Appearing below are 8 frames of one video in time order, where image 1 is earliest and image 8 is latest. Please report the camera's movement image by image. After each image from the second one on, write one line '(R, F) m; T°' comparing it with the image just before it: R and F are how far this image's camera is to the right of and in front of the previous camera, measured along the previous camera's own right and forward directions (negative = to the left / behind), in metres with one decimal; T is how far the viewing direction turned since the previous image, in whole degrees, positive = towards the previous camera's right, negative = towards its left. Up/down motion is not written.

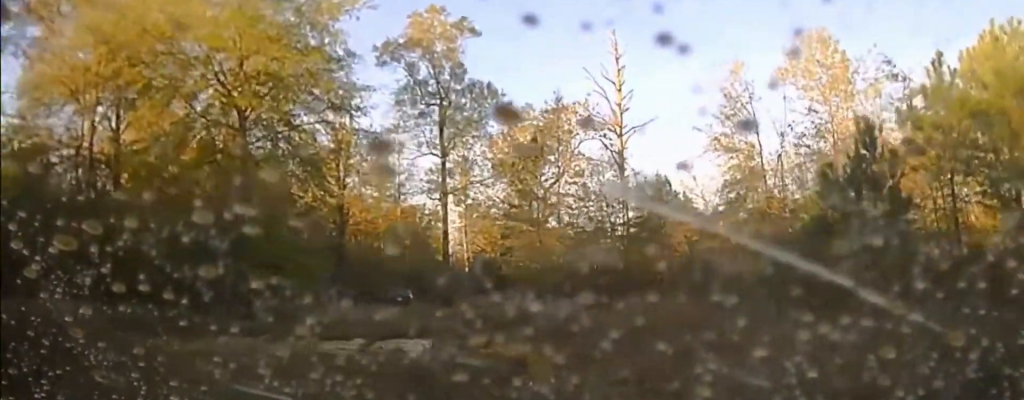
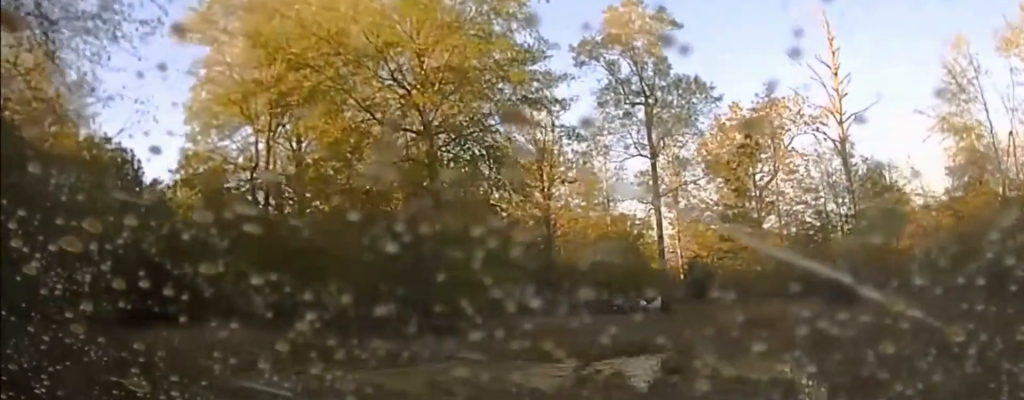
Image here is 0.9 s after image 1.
(-0.5, +3.8) m; -8°
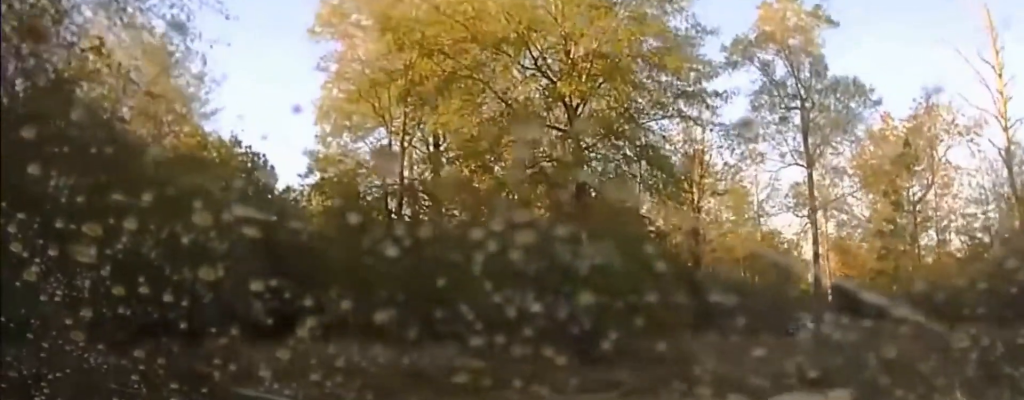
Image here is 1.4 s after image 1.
(-0.1, +2.1) m; -4°
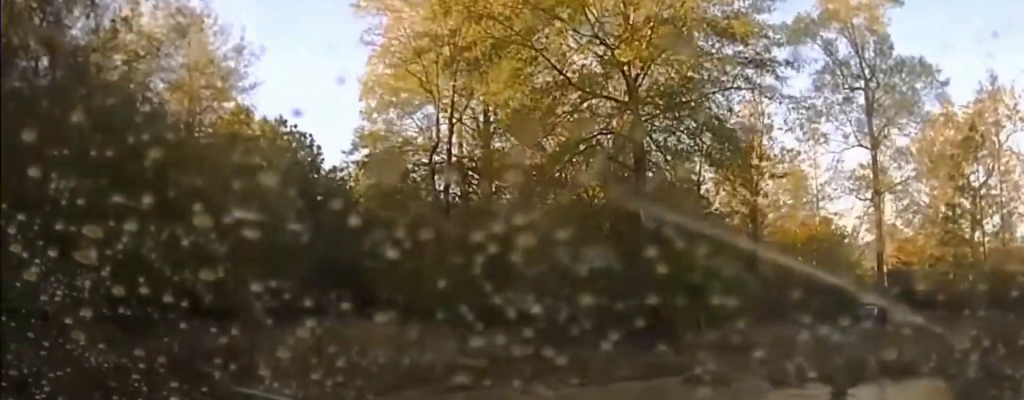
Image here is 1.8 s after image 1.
(0.0, +1.5) m; -2°
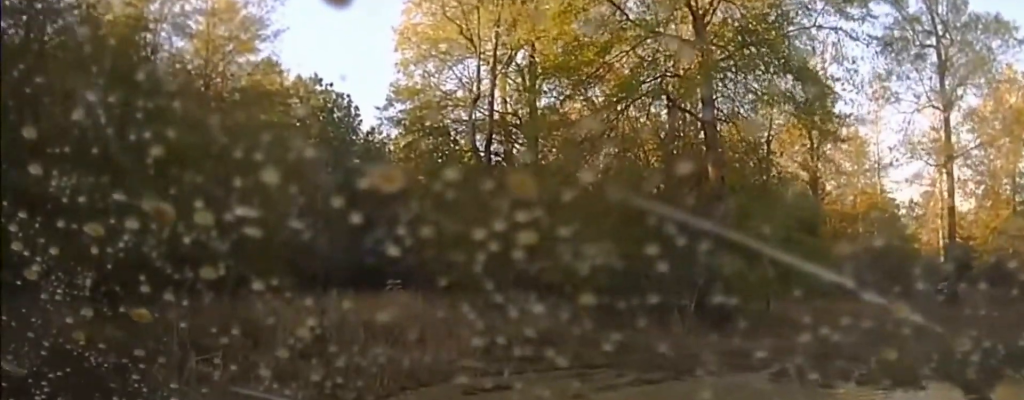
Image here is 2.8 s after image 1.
(-0.2, +2.6) m; -9°
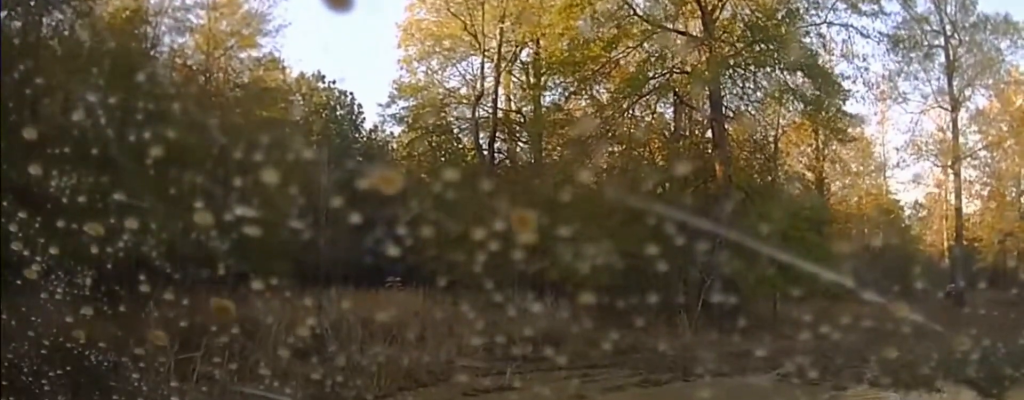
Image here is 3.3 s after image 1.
(-0.1, +1.1) m; -5°
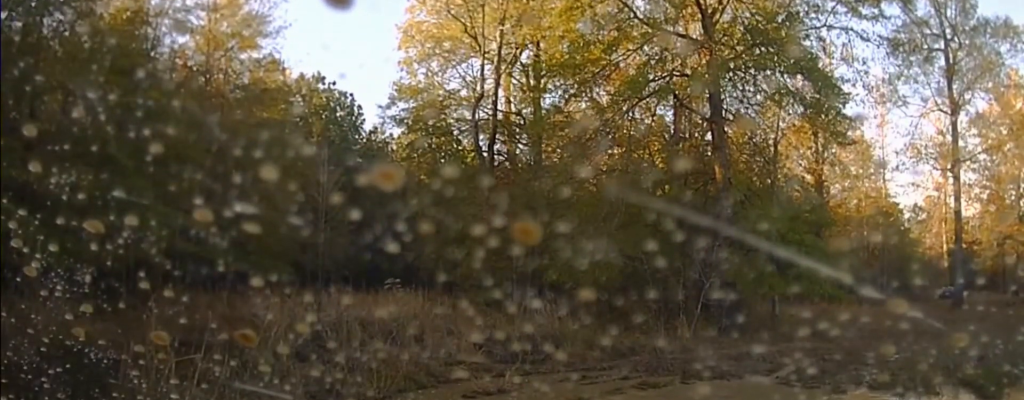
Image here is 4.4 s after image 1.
(-0.1, +1.2) m; 0°
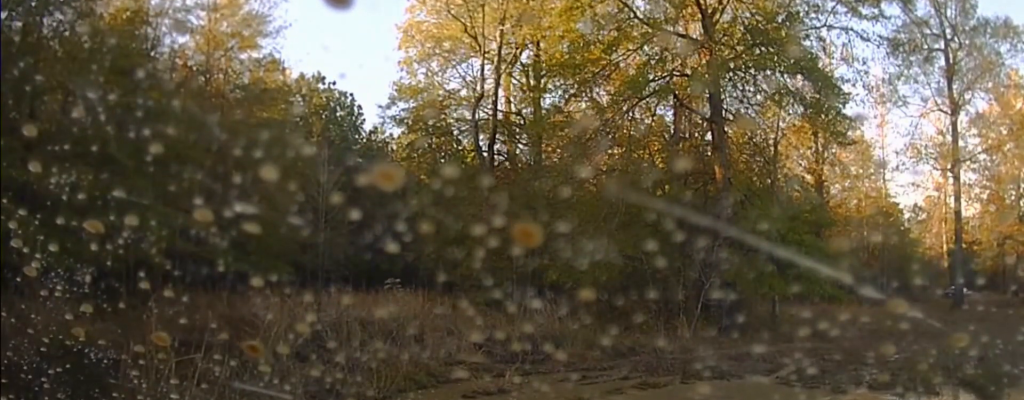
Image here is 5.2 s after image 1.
(0.0, +0.1) m; 0°
